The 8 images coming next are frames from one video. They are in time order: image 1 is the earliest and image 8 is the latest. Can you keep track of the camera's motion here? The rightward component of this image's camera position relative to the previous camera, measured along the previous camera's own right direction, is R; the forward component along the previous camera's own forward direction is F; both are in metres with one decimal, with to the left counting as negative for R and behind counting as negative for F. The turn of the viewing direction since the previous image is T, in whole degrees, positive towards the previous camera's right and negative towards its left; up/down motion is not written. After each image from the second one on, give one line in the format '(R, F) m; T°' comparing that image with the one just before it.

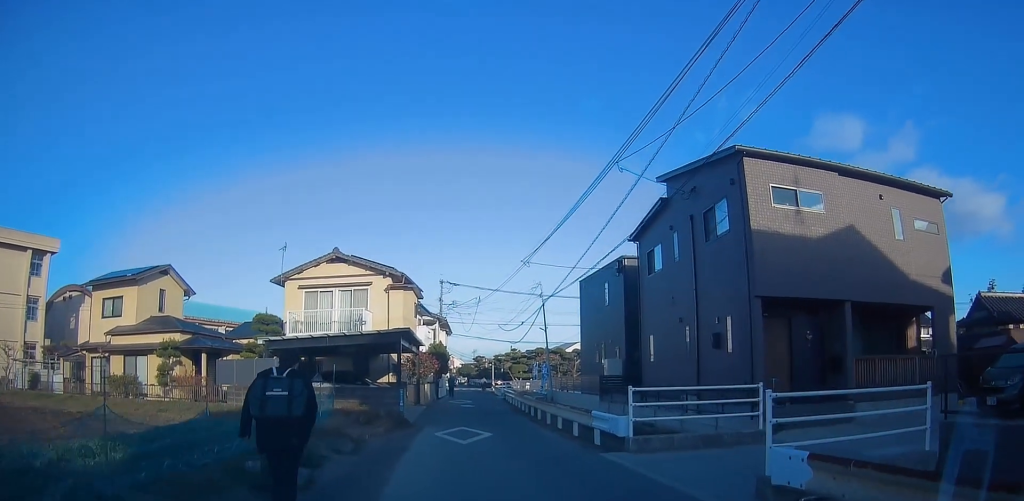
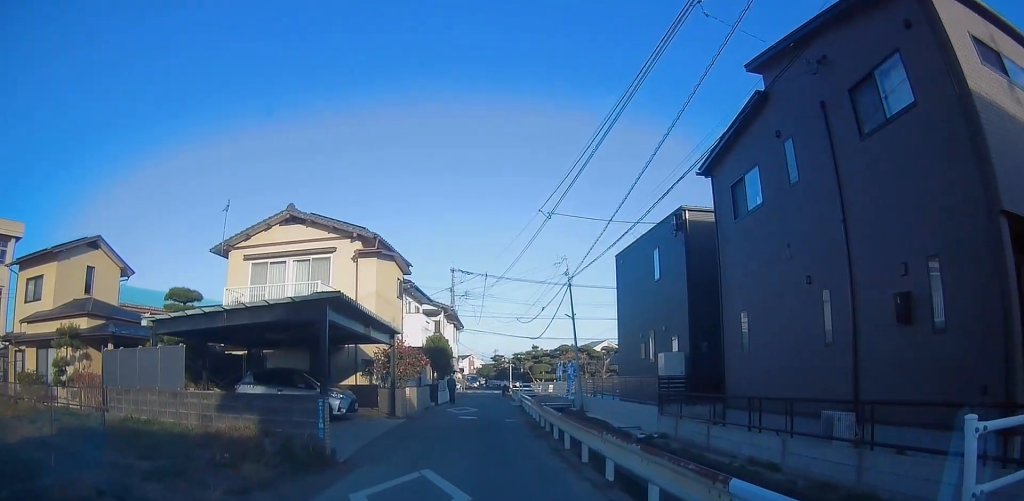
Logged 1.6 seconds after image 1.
(-0.1, +4.2) m; -2°
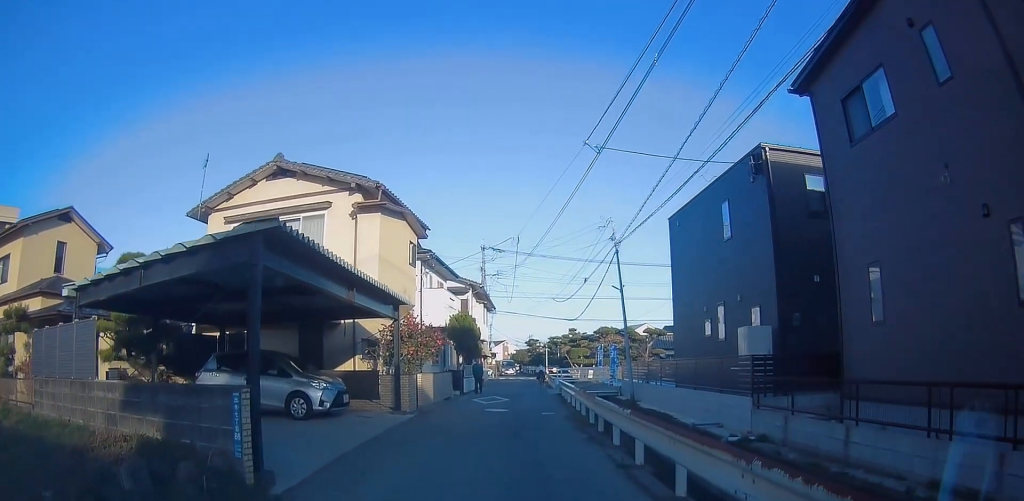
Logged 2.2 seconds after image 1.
(0.0, +2.0) m; 0°
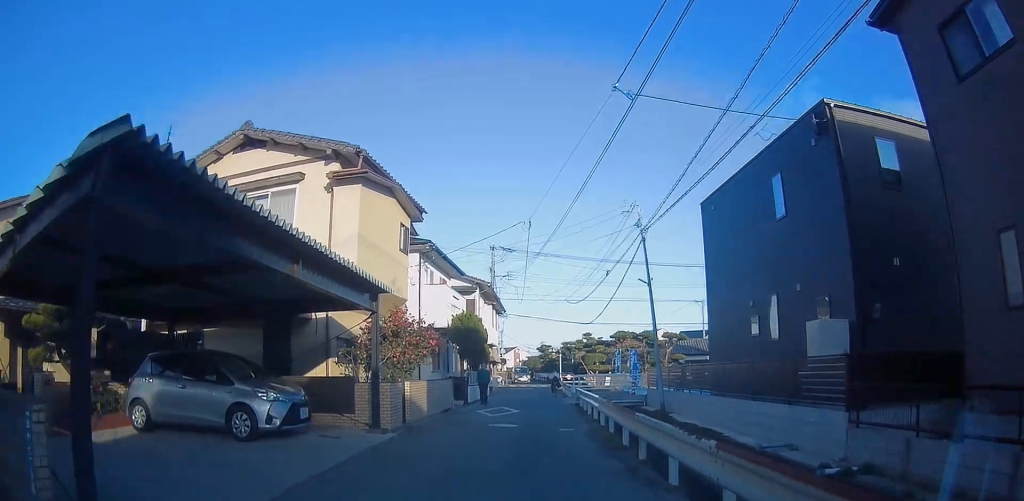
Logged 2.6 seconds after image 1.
(0.0, +1.5) m; 0°
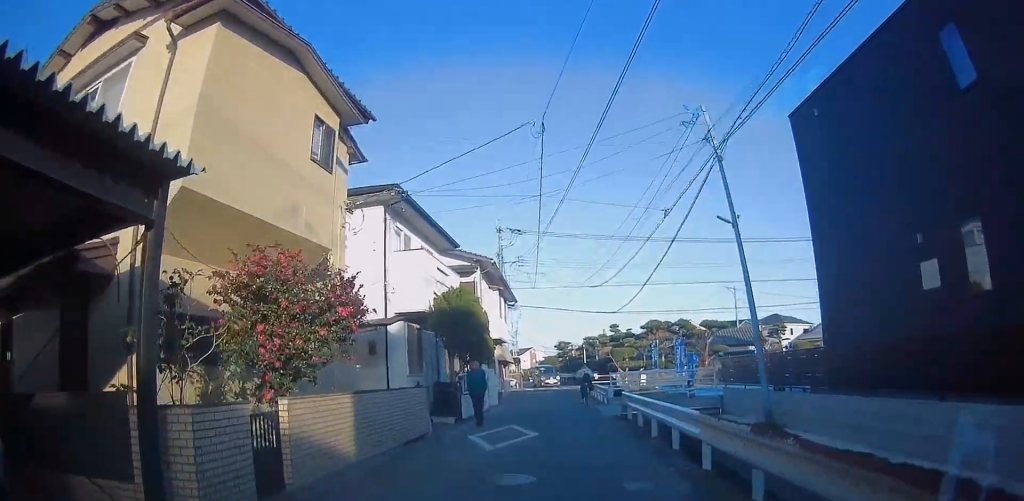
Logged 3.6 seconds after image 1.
(0.0, +3.8) m; +1°
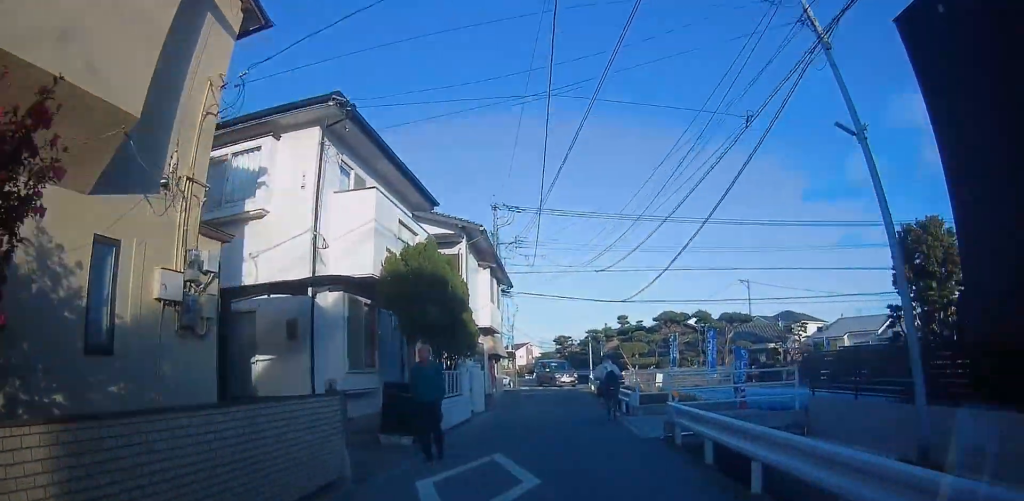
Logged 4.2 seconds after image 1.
(0.0, +3.2) m; +1°
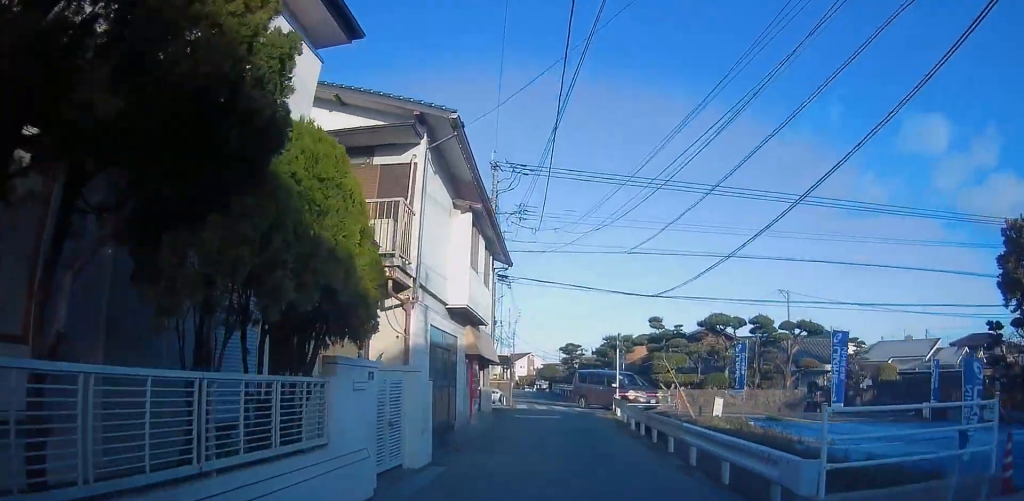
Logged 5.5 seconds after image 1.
(+0.2, +7.0) m; +1°
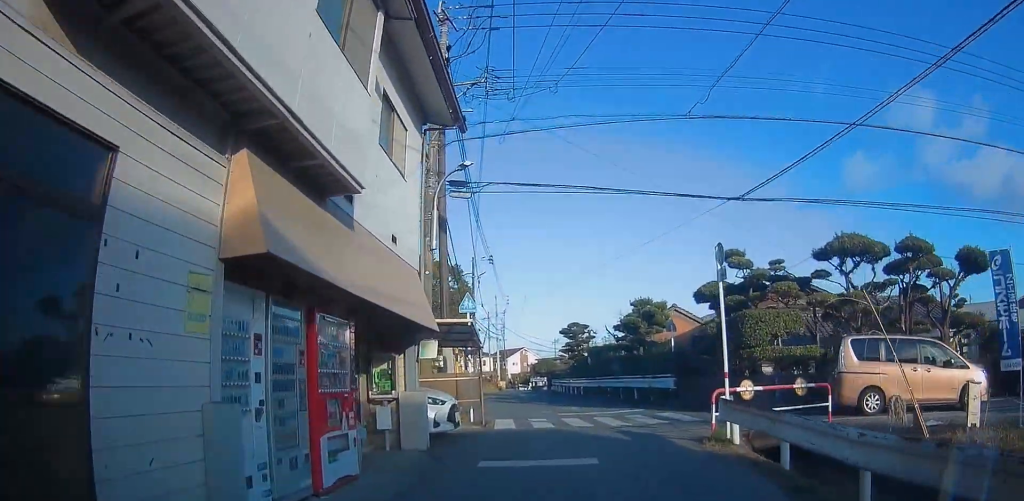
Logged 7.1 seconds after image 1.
(0.0, +10.6) m; 0°
